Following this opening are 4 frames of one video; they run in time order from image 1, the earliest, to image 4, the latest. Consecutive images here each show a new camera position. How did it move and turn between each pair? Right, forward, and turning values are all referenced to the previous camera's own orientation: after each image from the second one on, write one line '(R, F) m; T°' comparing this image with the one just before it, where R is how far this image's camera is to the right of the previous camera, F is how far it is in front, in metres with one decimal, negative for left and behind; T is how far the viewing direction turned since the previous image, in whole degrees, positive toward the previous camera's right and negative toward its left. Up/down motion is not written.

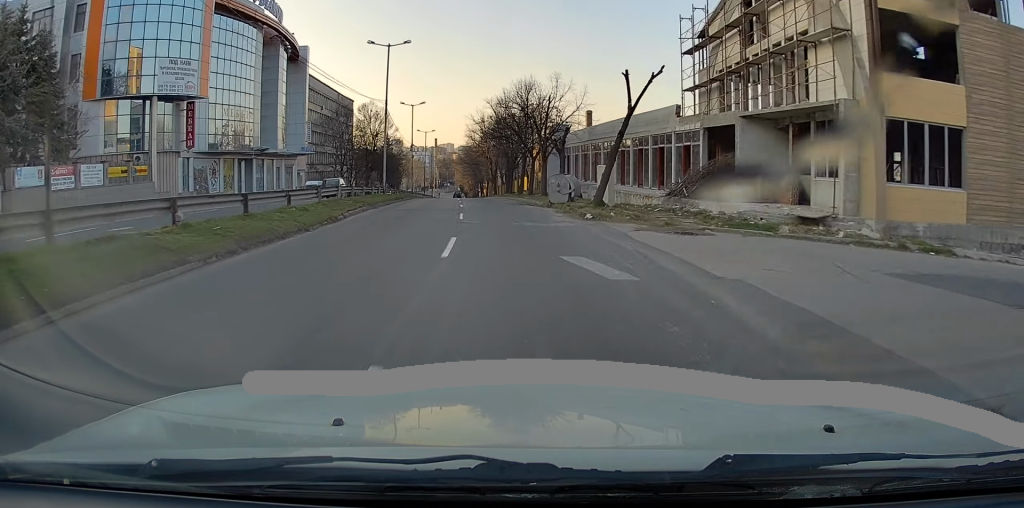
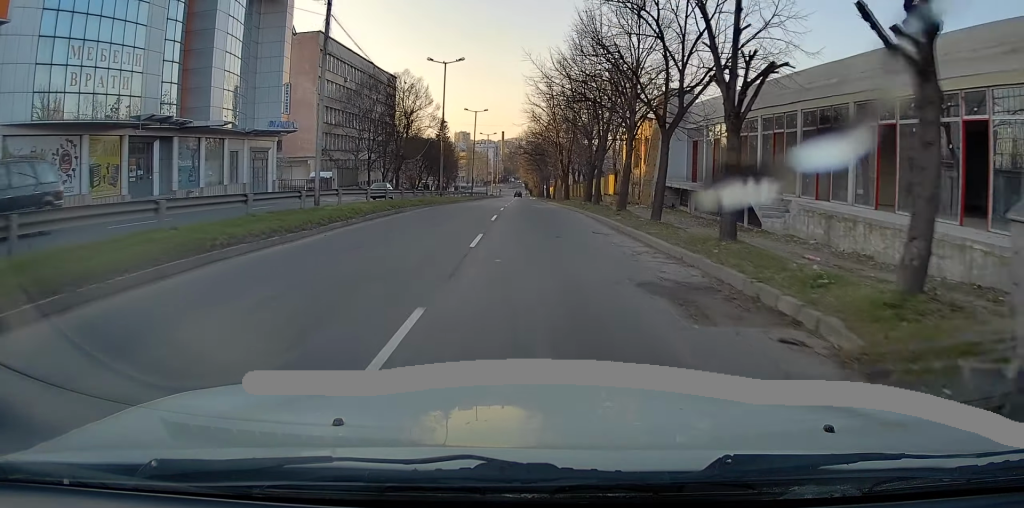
(-1.6, +24.4) m; -6°
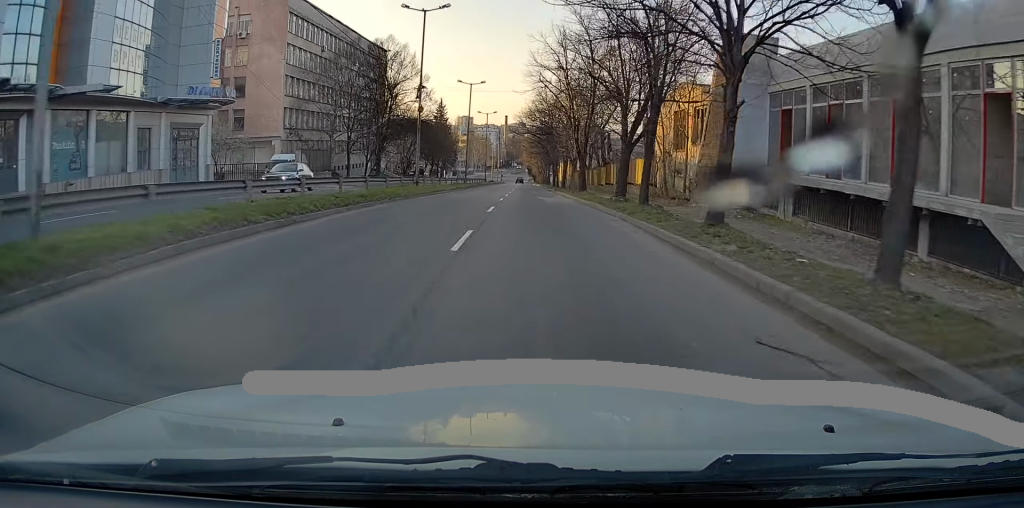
(0.0, +11.7) m; 0°
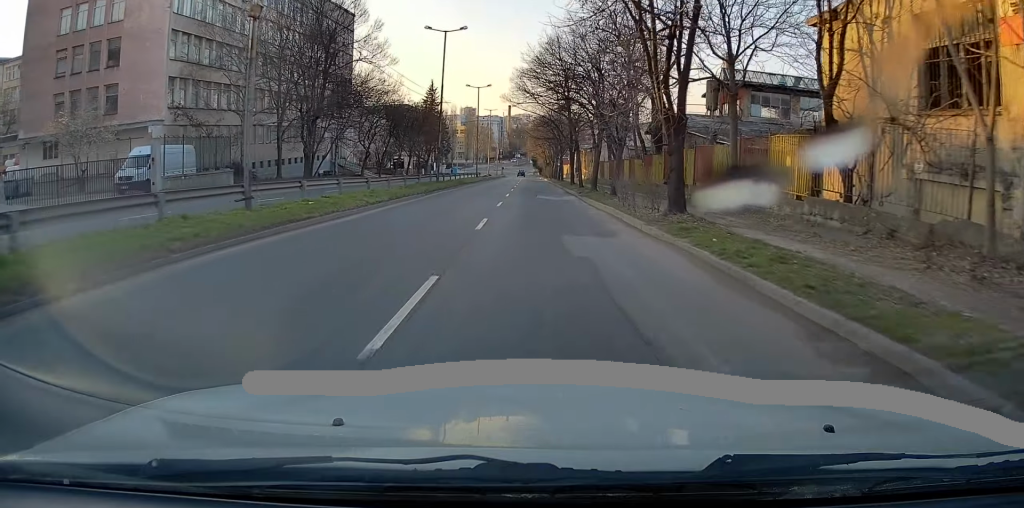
(0.0, +23.0) m; 0°
